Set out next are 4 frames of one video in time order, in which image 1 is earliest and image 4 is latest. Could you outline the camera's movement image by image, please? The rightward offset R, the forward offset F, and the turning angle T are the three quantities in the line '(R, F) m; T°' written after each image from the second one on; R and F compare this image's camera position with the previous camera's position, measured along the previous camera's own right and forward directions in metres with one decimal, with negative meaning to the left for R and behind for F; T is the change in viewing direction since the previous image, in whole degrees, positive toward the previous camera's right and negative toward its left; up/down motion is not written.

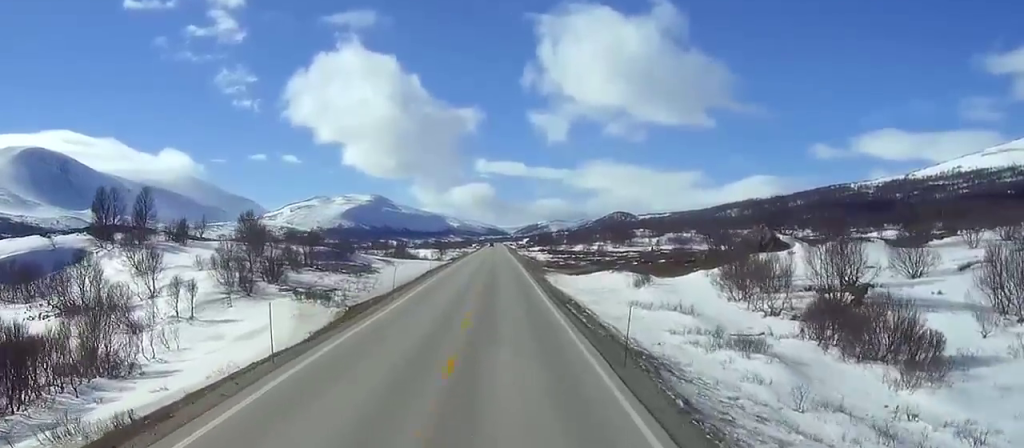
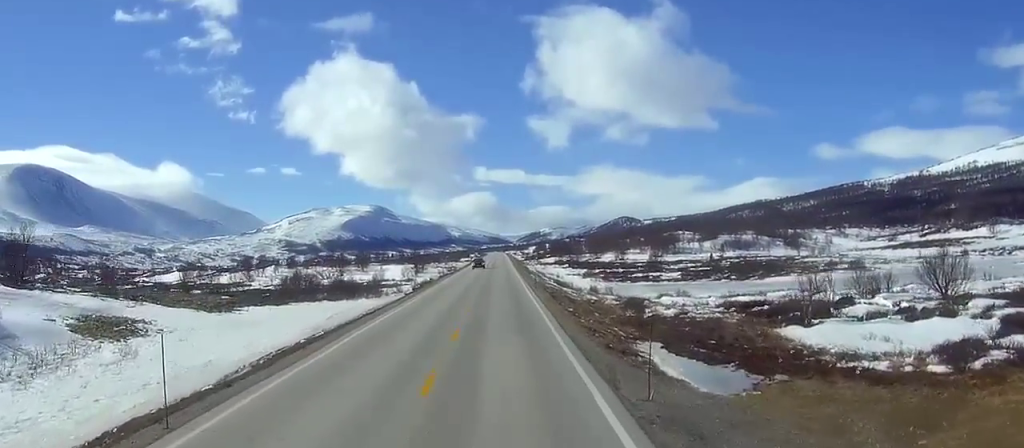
(+1.2, +84.9) m; +1°
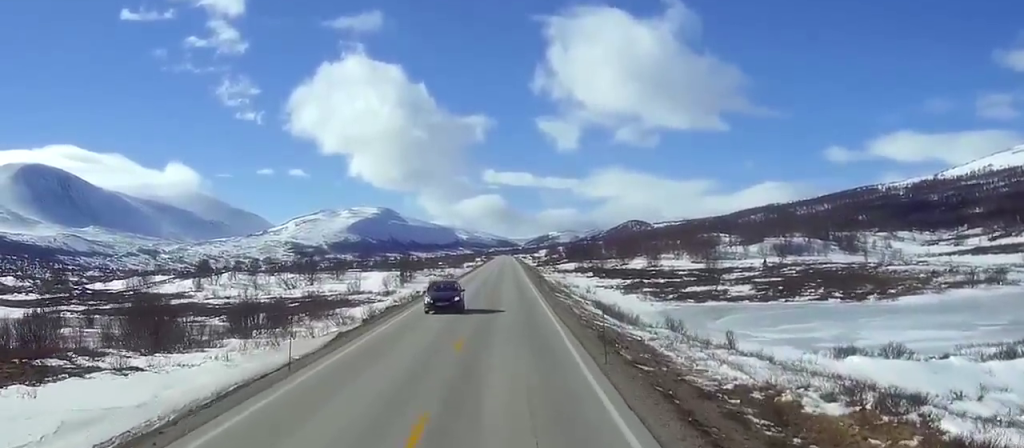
(-0.6, +40.3) m; -1°
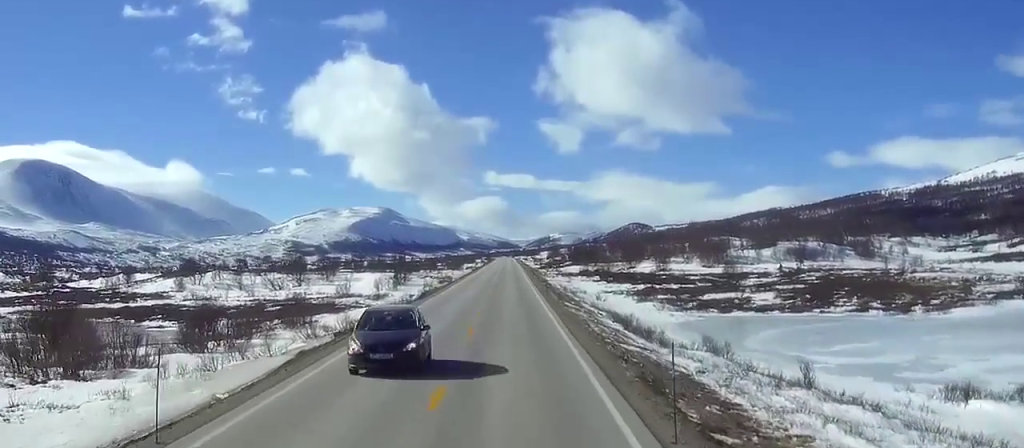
(0.0, +10.4) m; +1°
